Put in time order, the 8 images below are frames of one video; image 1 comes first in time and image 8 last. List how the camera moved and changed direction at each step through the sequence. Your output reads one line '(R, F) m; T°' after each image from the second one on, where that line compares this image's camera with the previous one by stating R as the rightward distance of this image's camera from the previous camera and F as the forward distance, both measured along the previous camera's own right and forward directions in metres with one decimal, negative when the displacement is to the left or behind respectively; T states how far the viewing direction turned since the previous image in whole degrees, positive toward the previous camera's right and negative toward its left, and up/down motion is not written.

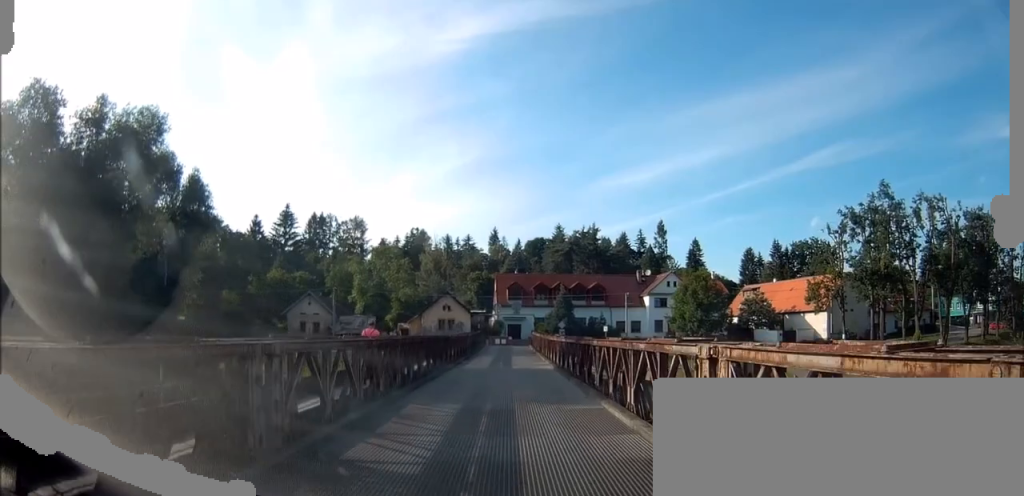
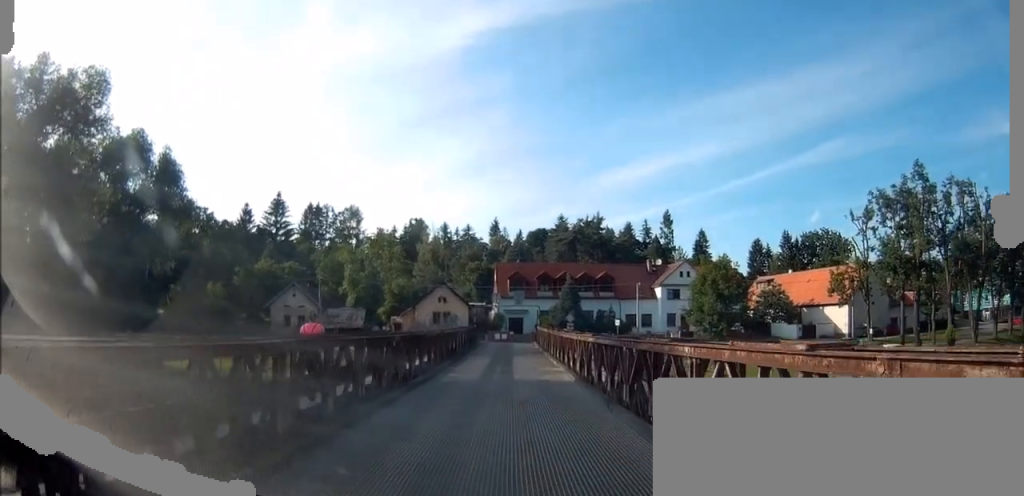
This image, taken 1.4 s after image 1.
(-0.1, +6.2) m; -1°
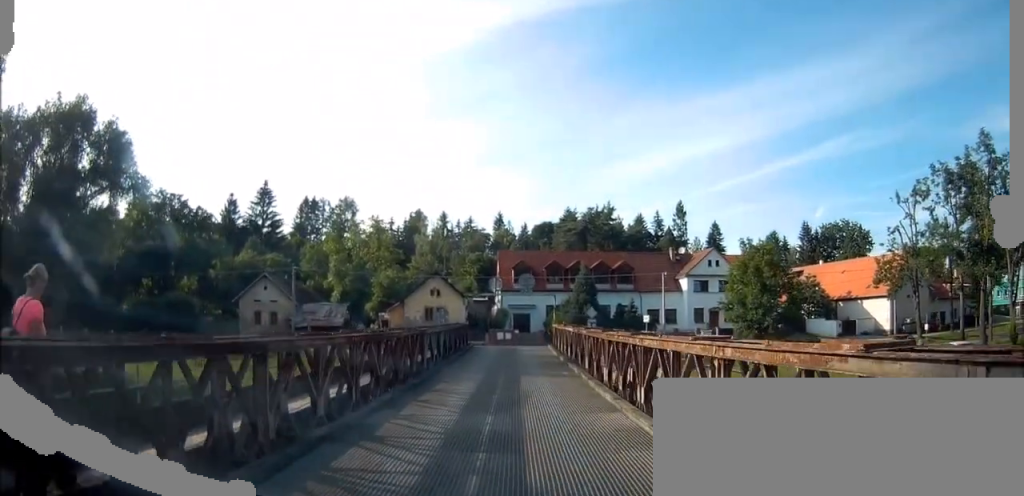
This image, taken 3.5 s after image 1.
(+0.4, +9.9) m; +2°
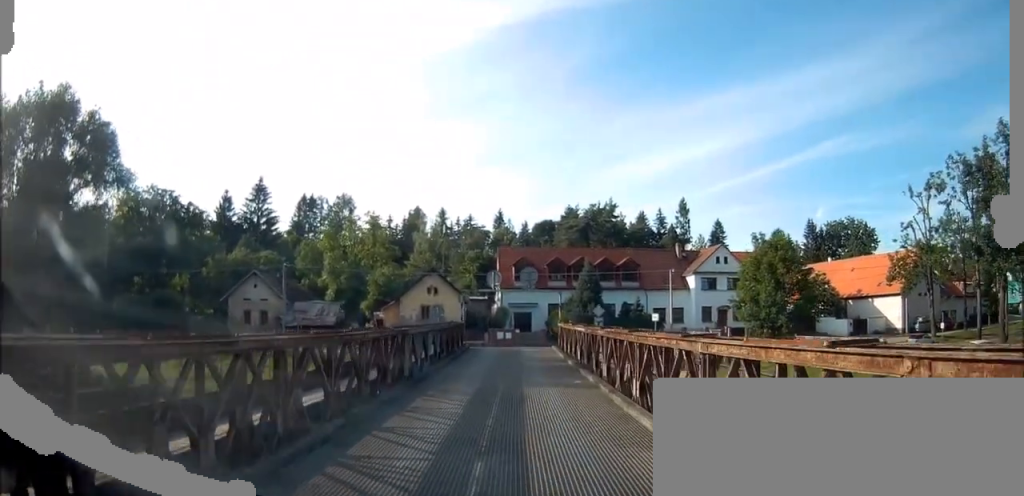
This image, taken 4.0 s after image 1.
(0.0, +2.8) m; -1°
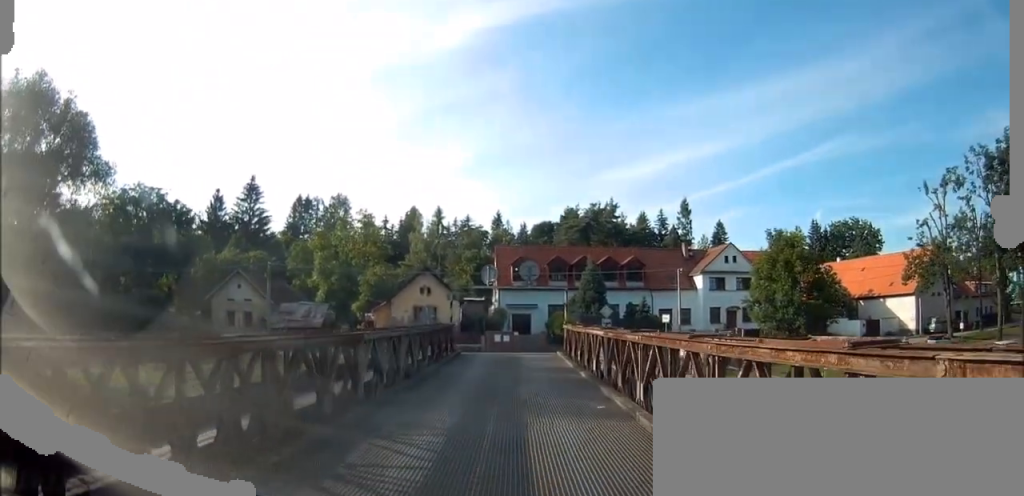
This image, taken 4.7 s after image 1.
(-0.2, +3.6) m; 0°
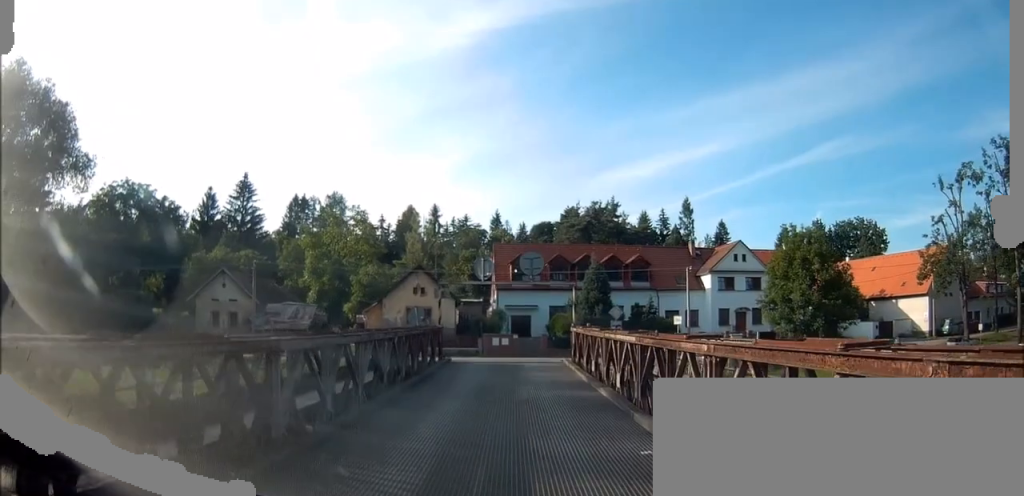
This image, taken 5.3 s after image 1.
(+0.1, +3.2) m; +1°
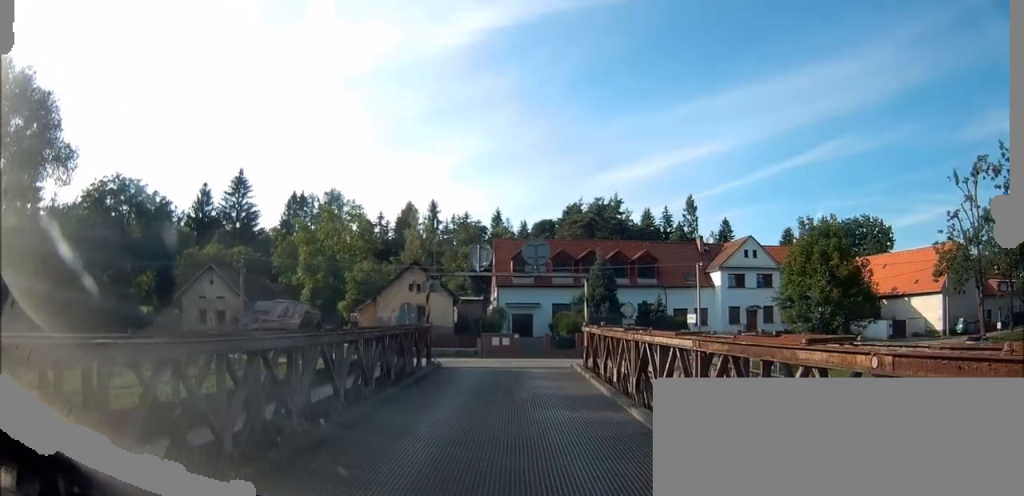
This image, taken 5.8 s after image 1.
(0.0, +2.9) m; +1°
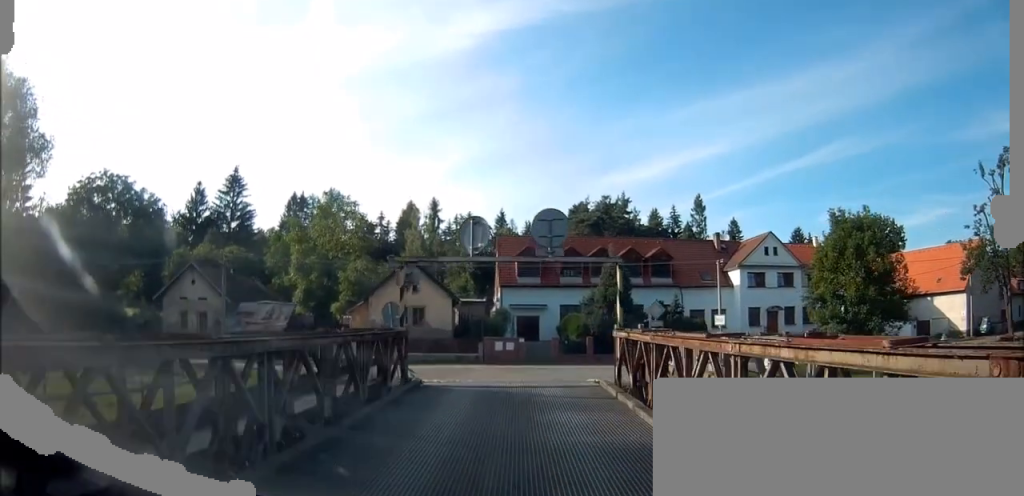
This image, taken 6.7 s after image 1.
(0.0, +4.4) m; -1°
